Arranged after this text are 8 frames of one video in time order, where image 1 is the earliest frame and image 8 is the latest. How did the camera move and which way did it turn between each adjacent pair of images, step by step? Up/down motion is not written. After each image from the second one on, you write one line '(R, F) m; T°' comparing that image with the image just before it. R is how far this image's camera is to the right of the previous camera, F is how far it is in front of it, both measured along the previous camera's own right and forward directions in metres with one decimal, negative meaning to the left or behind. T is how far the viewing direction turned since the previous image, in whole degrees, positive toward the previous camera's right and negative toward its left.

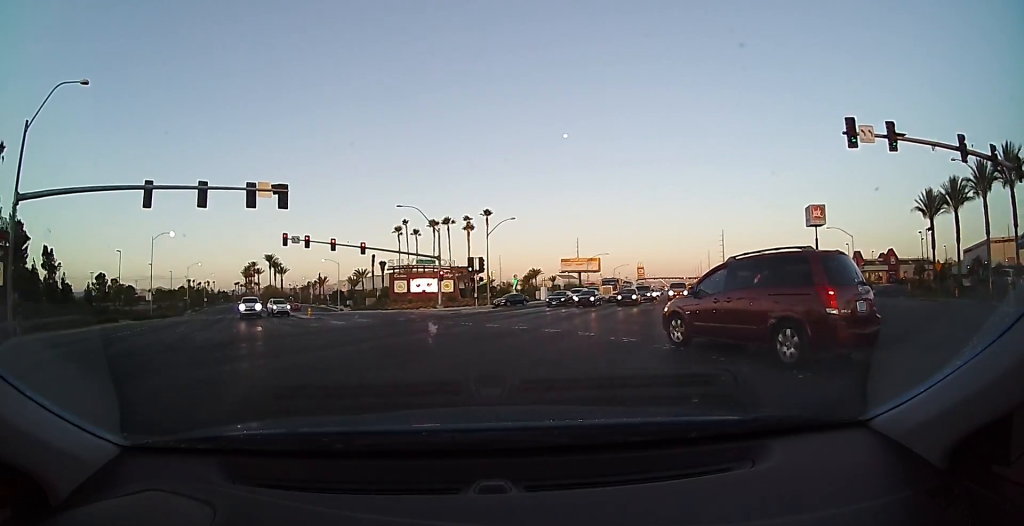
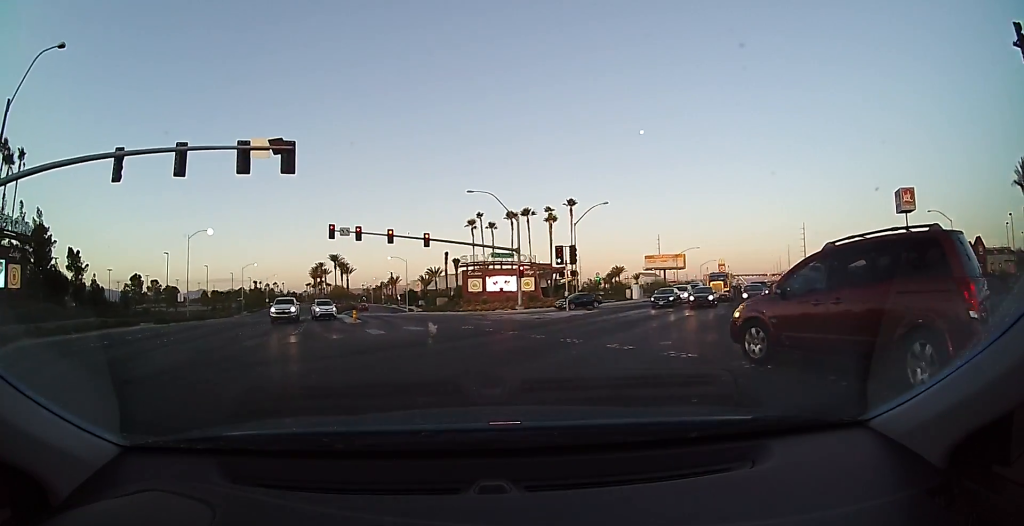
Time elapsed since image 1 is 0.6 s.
(-0.7, +7.2) m; -10°
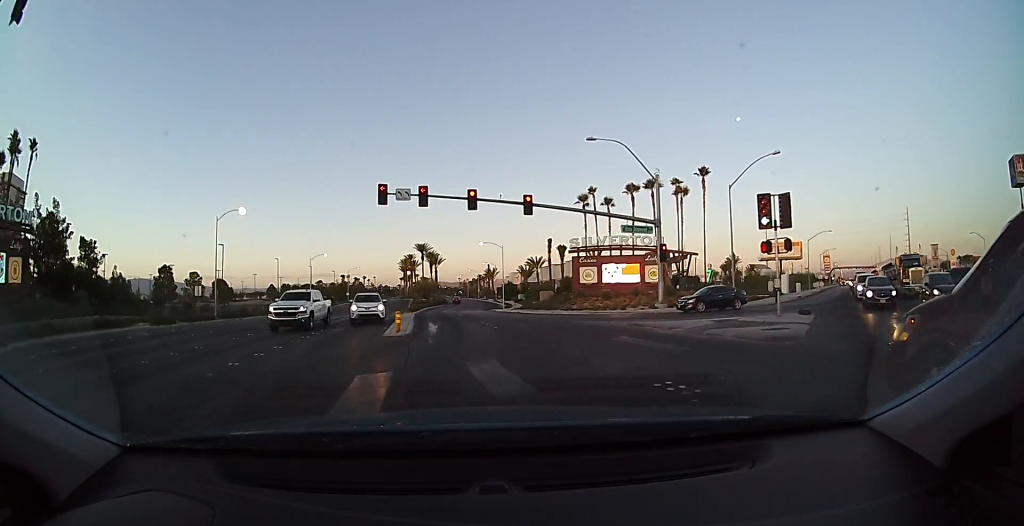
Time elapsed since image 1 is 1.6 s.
(-1.9, +12.1) m; -13°
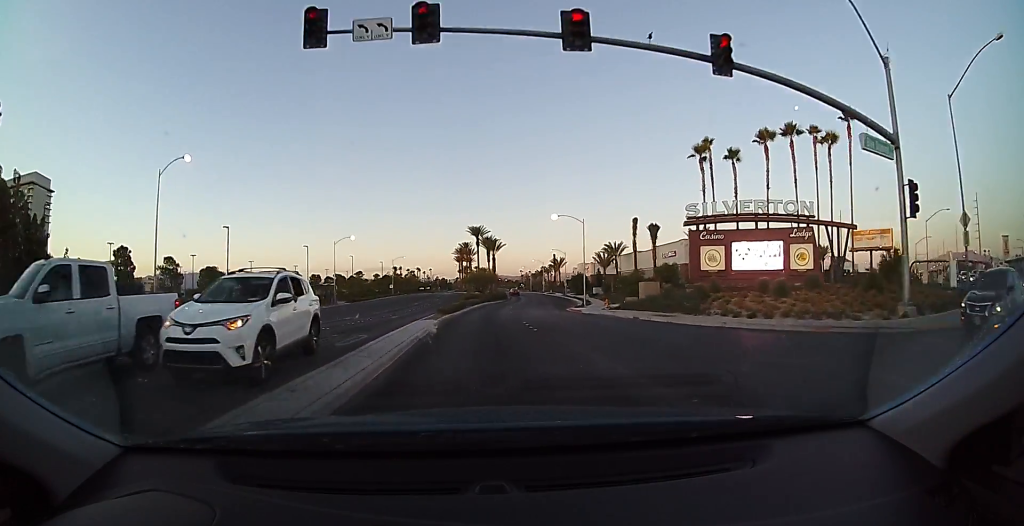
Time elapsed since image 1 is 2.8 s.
(-1.2, +16.0) m; -9°
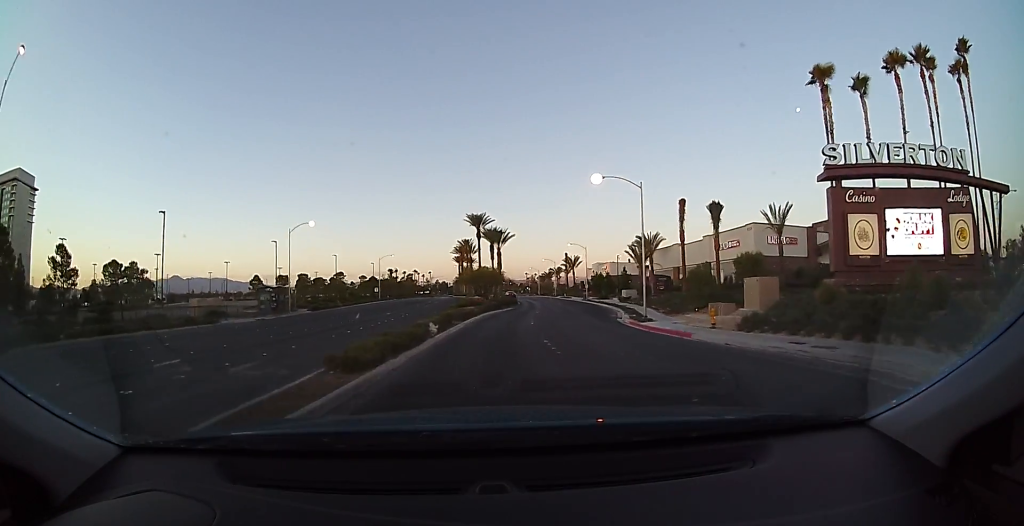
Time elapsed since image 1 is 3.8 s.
(-1.1, +15.3) m; -3°
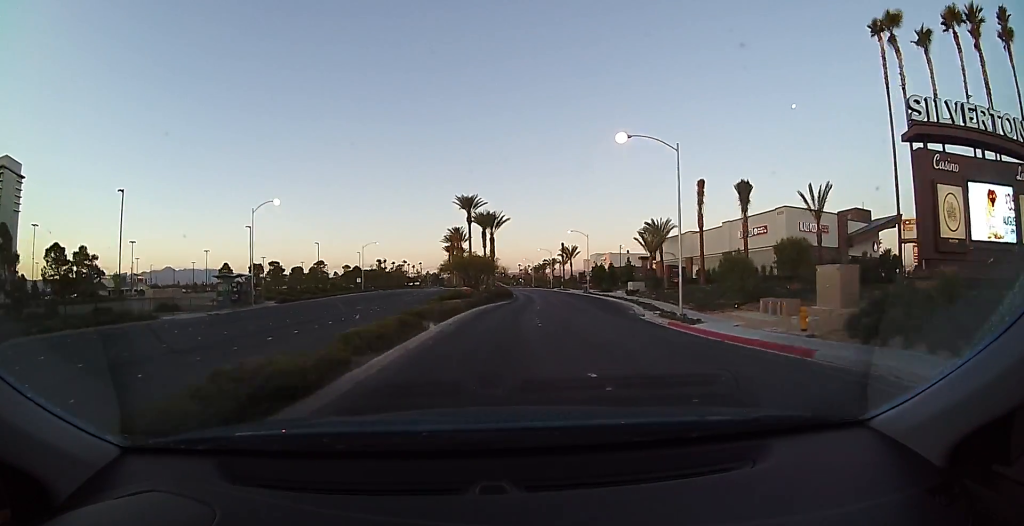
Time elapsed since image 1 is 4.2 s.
(-0.1, +6.3) m; 0°
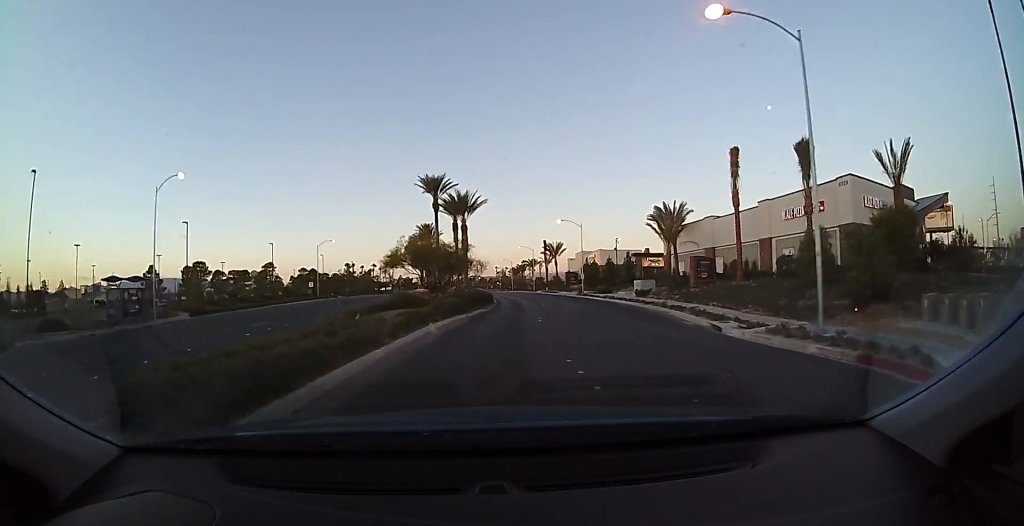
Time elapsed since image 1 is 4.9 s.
(+0.5, +11.5) m; +3°
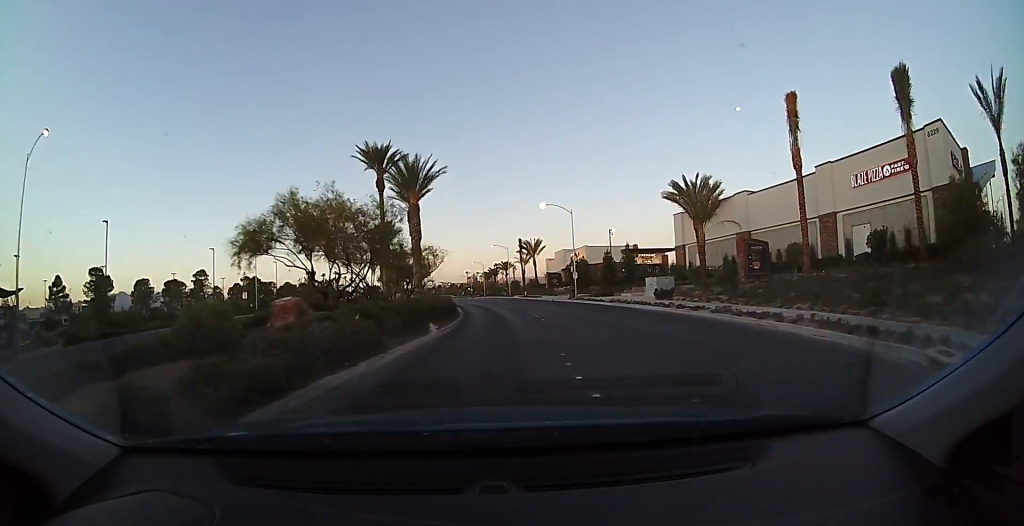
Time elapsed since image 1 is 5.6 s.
(+0.3, +11.9) m; +2°
